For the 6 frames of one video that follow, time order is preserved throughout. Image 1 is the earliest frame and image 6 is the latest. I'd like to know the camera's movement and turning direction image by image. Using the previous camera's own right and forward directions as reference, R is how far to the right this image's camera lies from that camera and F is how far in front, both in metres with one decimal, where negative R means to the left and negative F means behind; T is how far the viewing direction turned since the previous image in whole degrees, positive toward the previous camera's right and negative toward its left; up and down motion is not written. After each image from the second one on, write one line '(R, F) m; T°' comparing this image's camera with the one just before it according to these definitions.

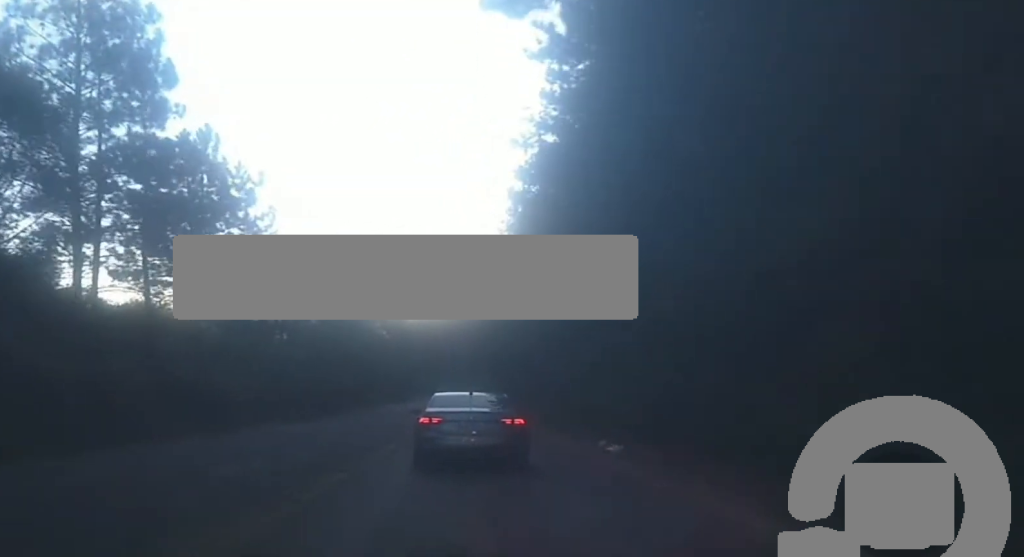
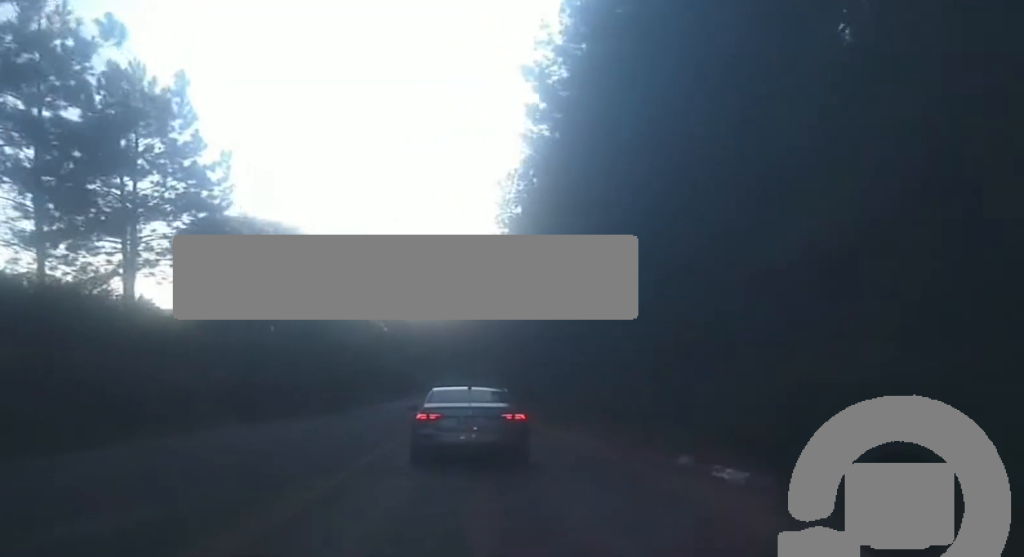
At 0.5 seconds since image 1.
(0.0, +11.0) m; +1°
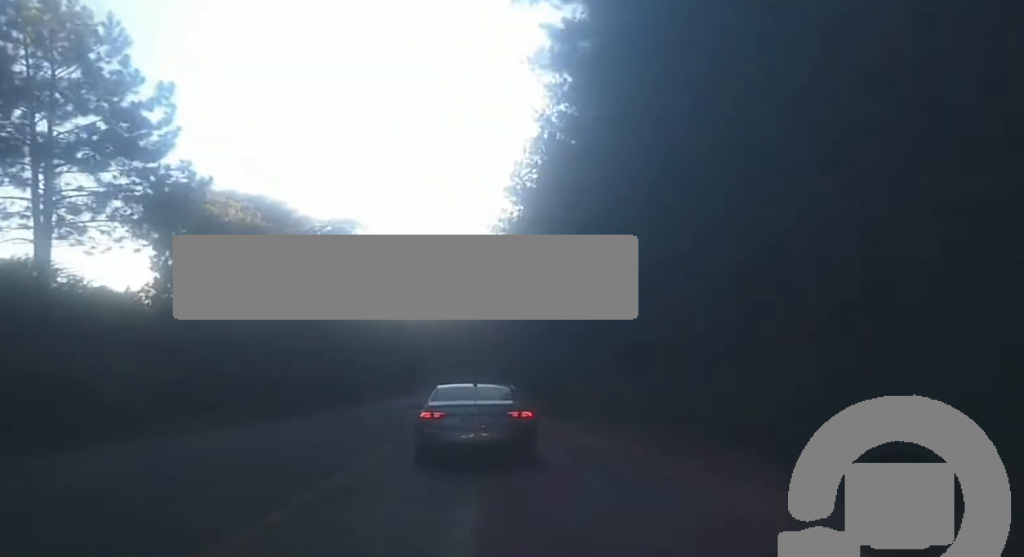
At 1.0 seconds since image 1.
(0.0, +9.7) m; +1°
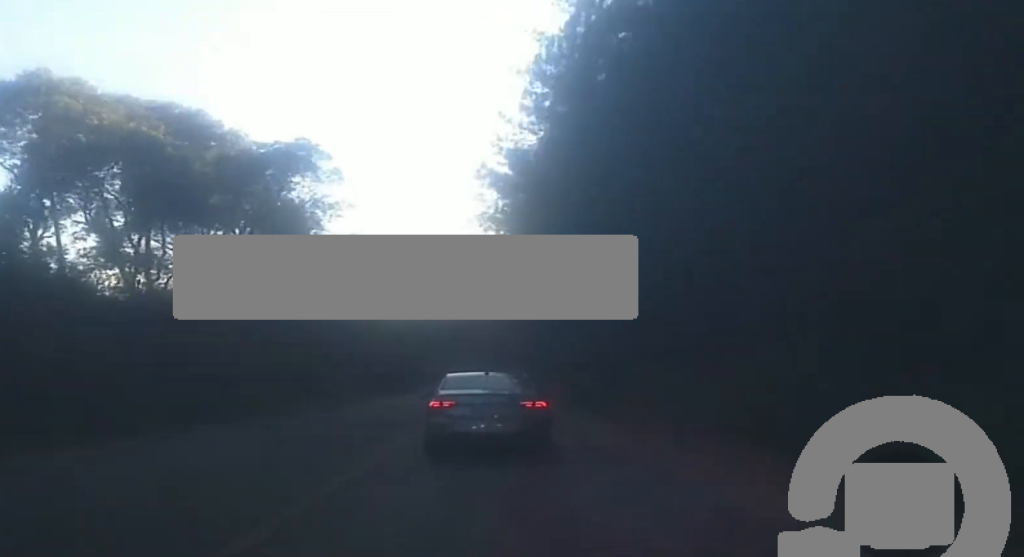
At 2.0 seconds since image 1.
(+0.3, +20.8) m; +1°
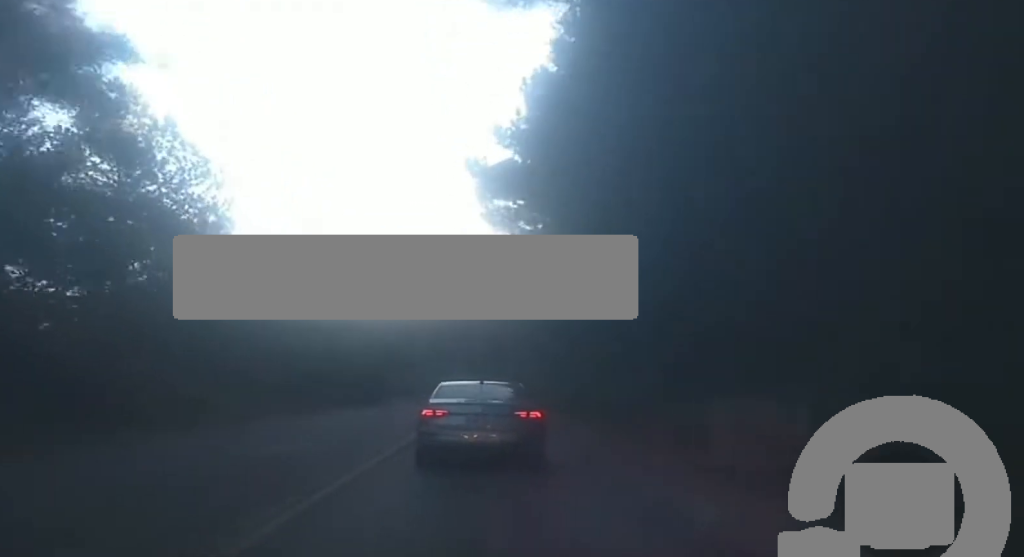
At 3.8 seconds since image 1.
(-0.6, +37.3) m; -2°
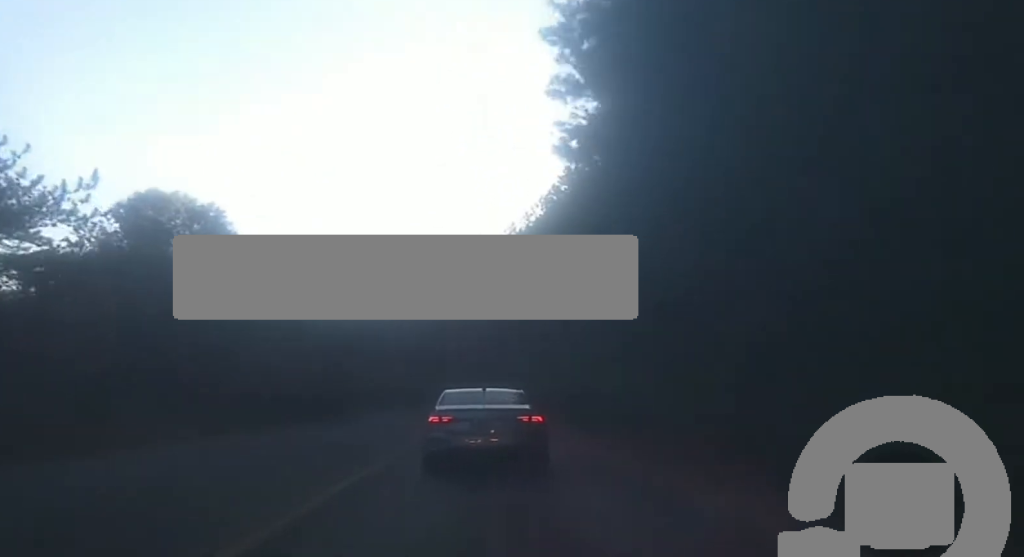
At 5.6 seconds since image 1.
(+0.3, +36.4) m; +2°
